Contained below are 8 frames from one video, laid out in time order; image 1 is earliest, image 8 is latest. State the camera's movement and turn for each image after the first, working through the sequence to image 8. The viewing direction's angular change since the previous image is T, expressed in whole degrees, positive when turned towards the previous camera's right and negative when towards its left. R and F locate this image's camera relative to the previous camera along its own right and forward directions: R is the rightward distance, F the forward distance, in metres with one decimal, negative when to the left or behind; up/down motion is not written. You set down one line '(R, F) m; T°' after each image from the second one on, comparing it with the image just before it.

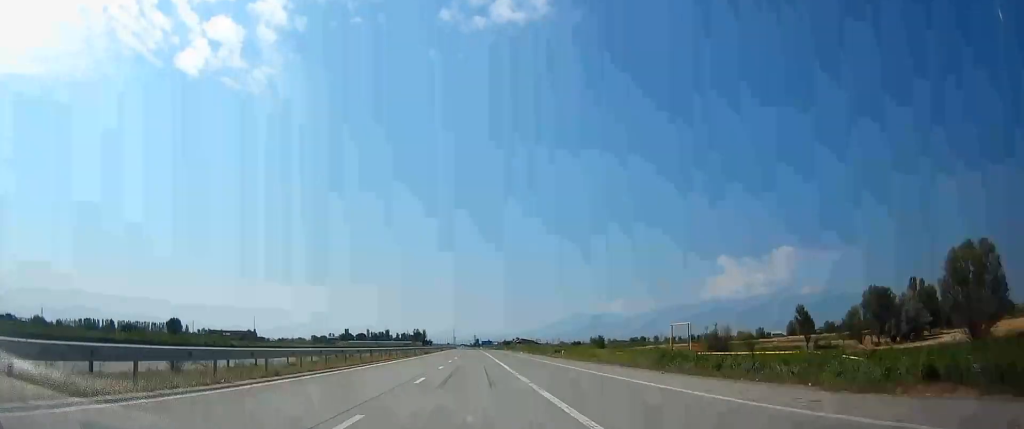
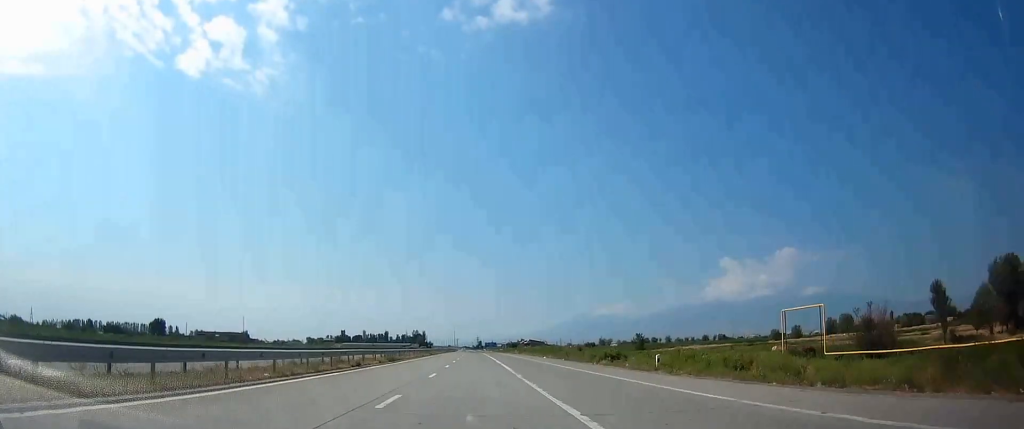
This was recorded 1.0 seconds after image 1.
(0.0, +31.3) m; 0°
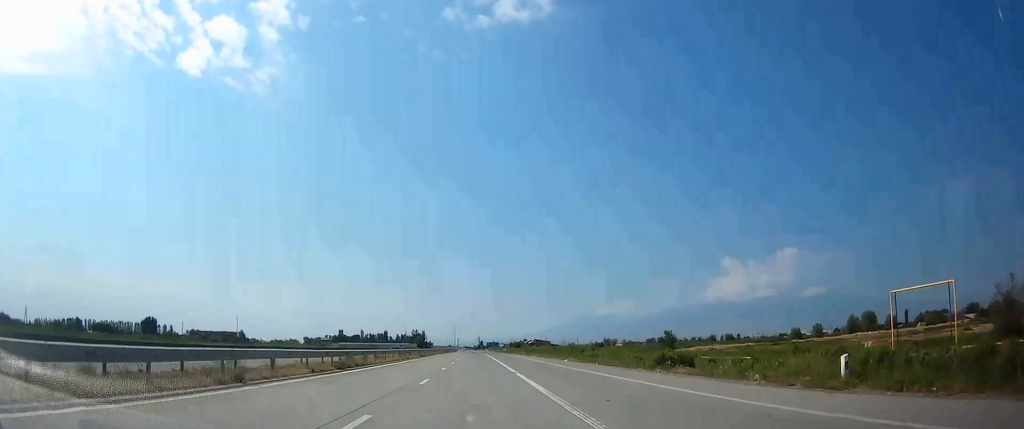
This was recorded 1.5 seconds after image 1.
(-0.1, +16.2) m; 0°
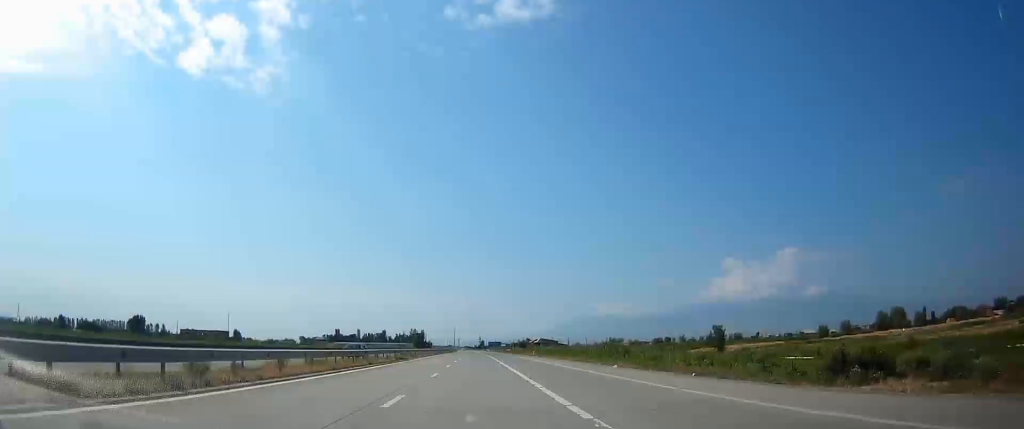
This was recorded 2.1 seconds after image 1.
(+0.3, +19.4) m; 0°
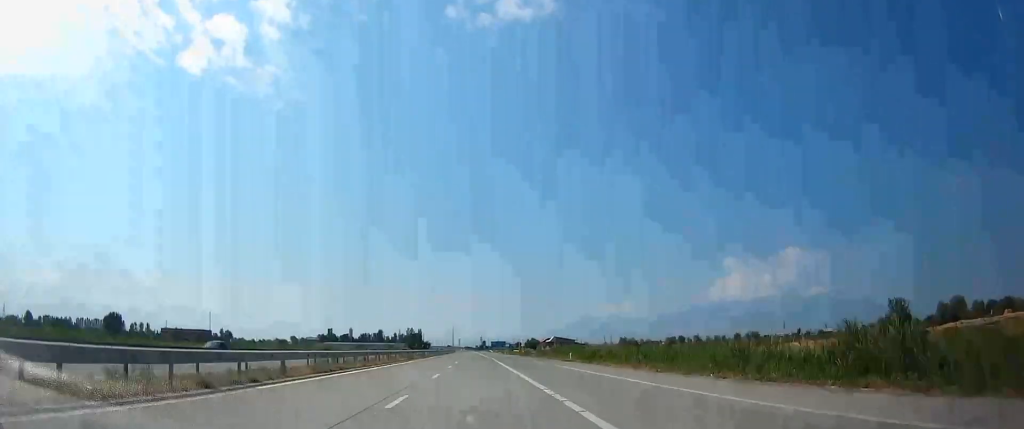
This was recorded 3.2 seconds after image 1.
(-0.2, +35.7) m; -1°
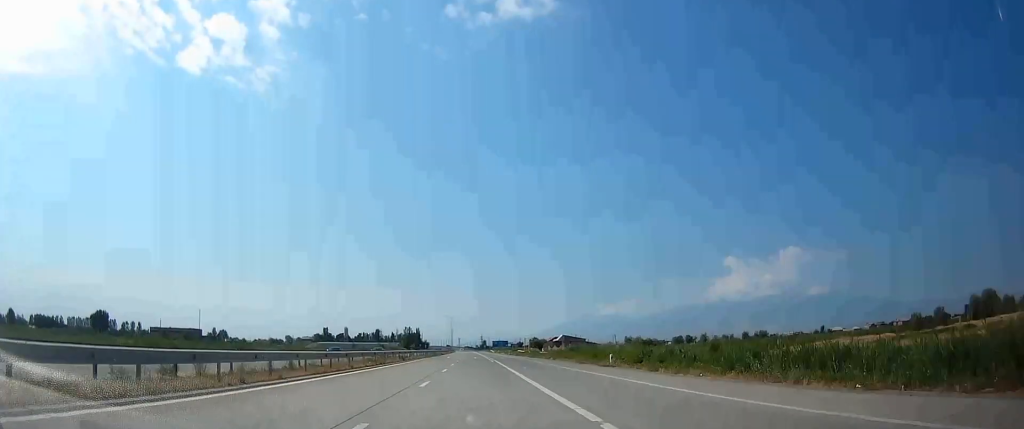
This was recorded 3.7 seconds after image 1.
(-0.1, +17.4) m; 0°
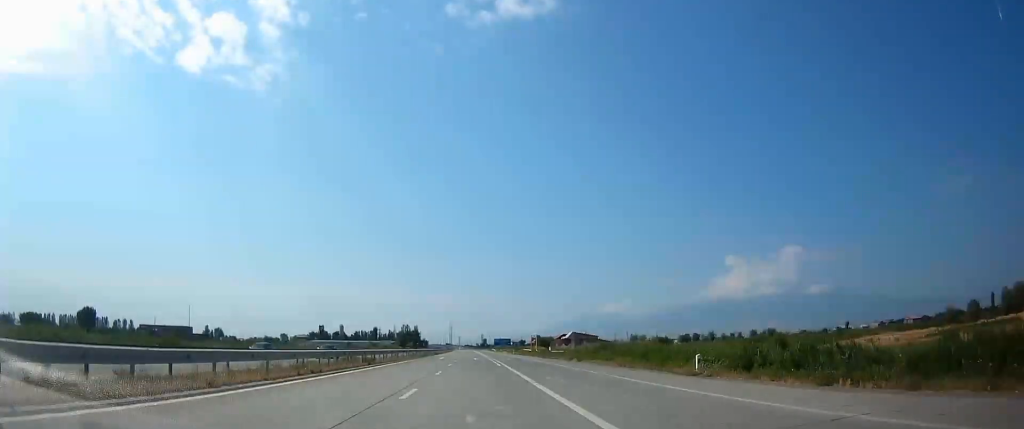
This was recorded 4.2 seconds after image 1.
(0.0, +16.3) m; 0°
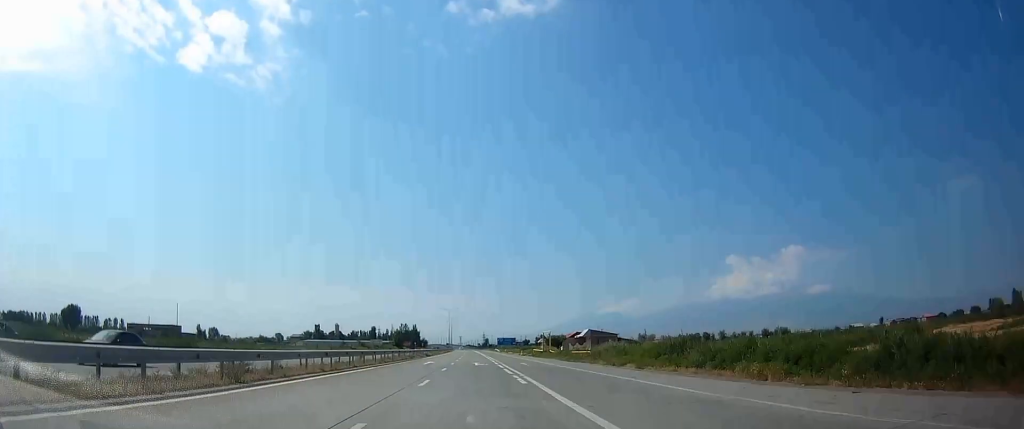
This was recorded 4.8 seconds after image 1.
(0.0, +19.7) m; 0°
